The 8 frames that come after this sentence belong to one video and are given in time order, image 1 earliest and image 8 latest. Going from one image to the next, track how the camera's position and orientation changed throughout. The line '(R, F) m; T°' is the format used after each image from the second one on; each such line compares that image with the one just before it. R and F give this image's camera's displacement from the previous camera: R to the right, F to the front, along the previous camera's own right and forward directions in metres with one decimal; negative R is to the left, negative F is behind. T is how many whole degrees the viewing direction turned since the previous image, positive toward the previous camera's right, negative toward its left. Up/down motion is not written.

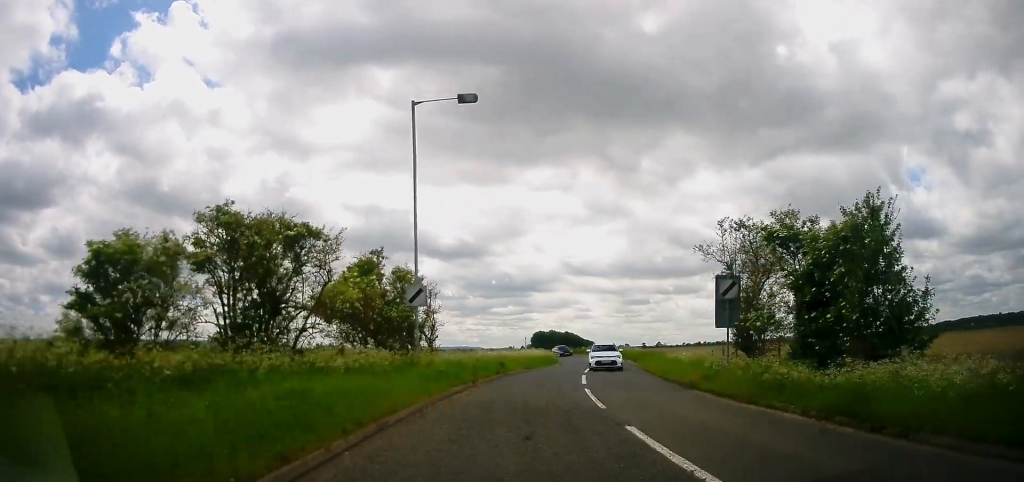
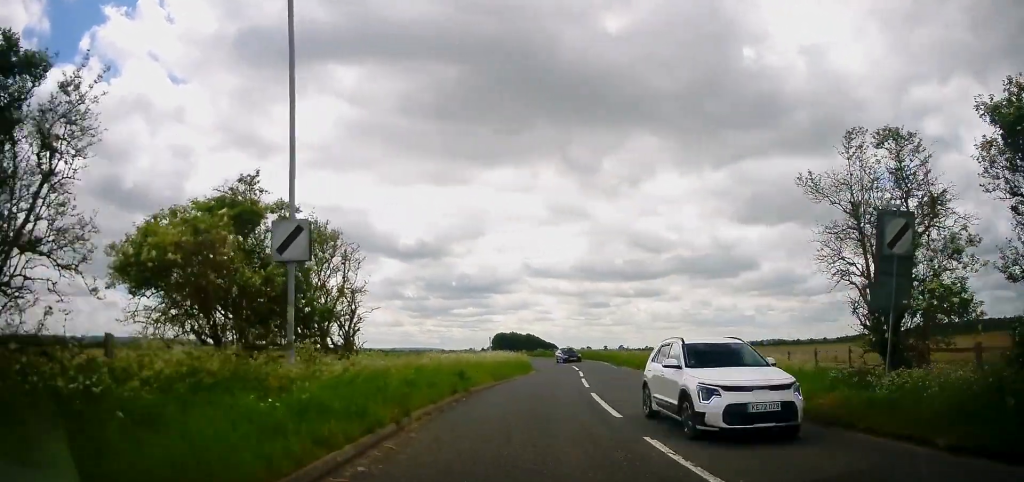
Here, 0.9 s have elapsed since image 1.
(+0.3, +10.3) m; +3°
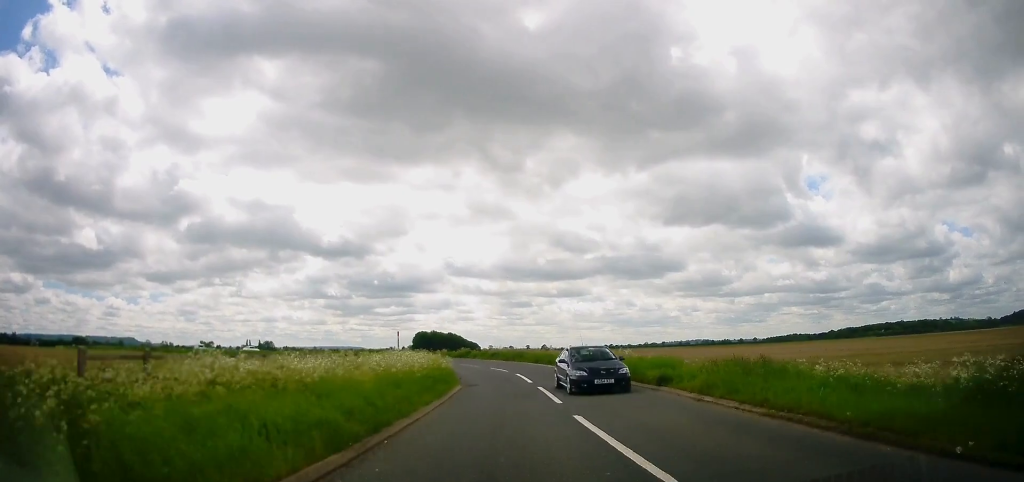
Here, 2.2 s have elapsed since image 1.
(+0.6, +15.1) m; +4°
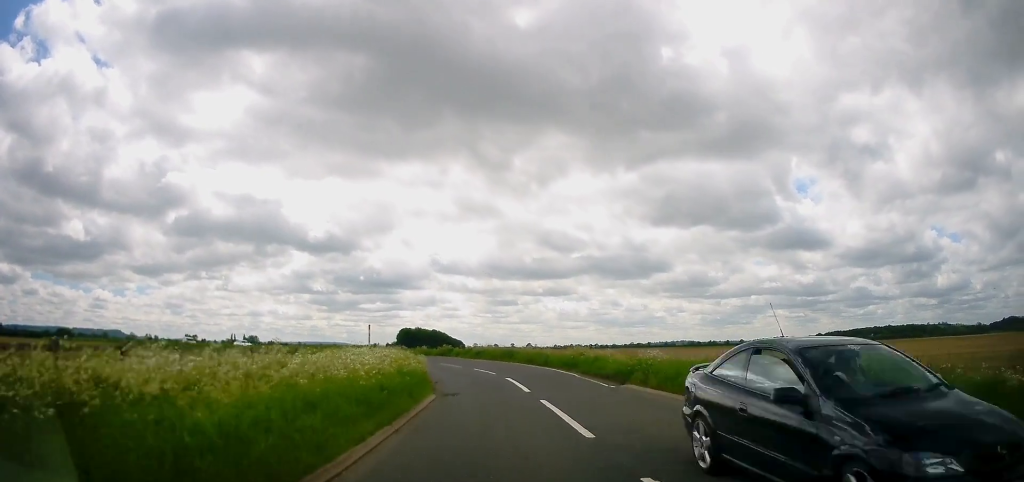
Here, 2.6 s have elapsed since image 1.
(+0.1, +5.7) m; +1°
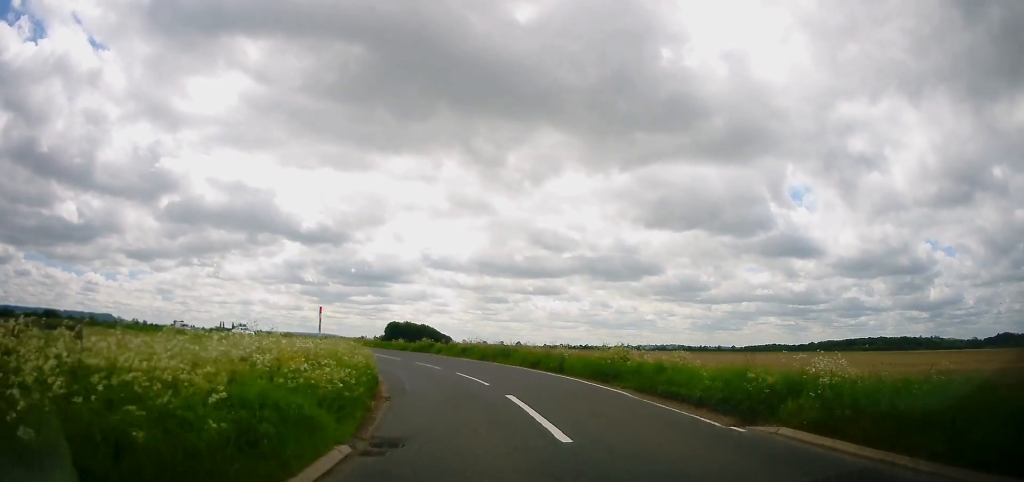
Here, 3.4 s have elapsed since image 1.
(+0.1, +9.7) m; +1°
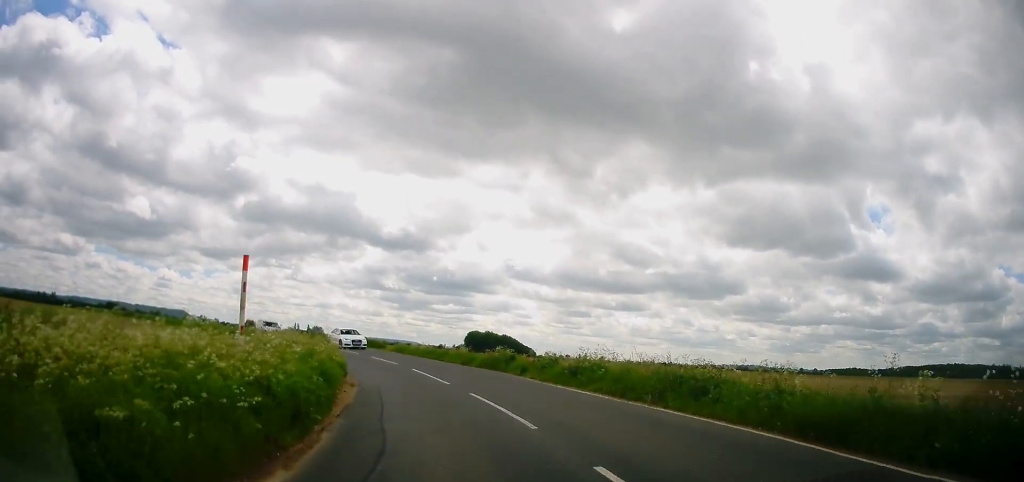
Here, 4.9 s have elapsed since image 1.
(-0.4, +16.5) m; -7°
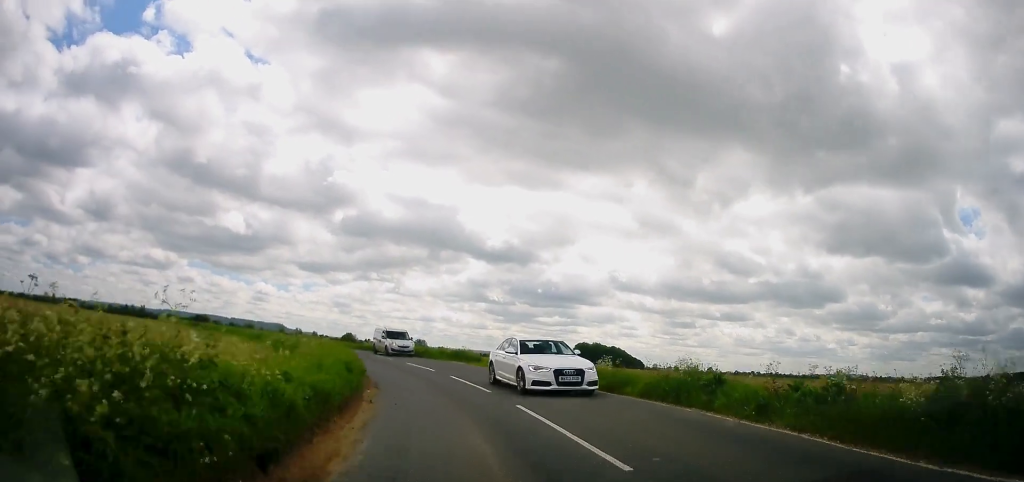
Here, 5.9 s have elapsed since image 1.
(-1.0, +12.0) m; -8°
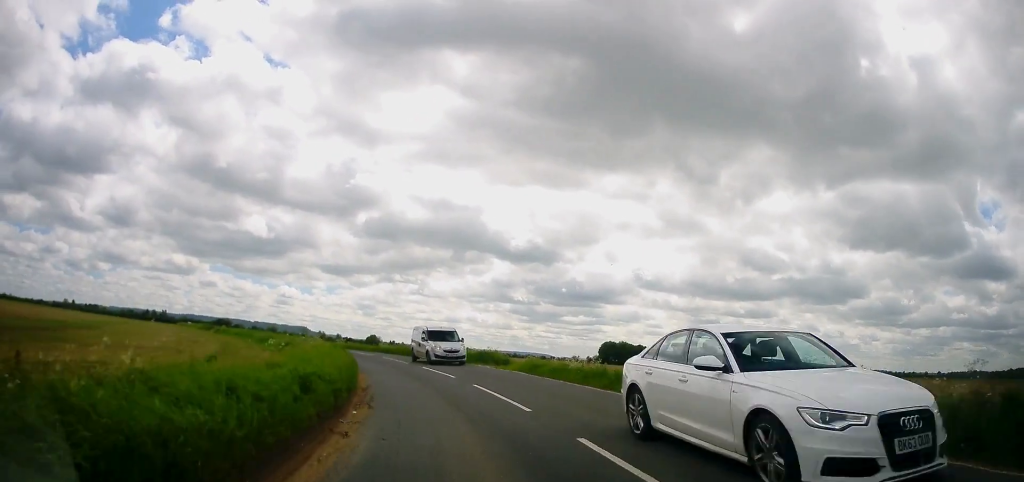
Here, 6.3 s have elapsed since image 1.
(-0.2, +4.5) m; -3°
